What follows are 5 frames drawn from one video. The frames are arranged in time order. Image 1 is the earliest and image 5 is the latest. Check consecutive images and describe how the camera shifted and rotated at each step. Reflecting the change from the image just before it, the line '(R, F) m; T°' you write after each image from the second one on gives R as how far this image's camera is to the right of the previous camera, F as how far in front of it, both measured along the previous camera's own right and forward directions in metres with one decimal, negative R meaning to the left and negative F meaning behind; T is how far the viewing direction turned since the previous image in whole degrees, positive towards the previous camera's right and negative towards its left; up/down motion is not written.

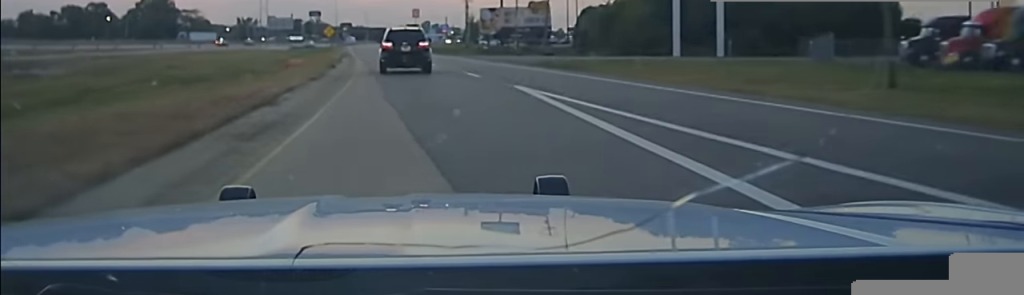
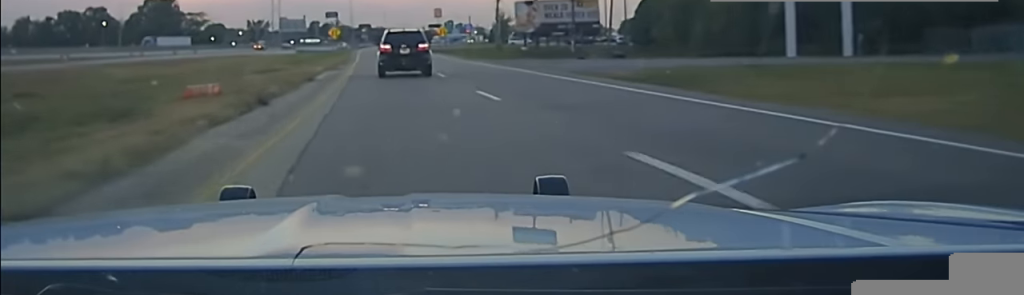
(-0.5, +20.8) m; -2°
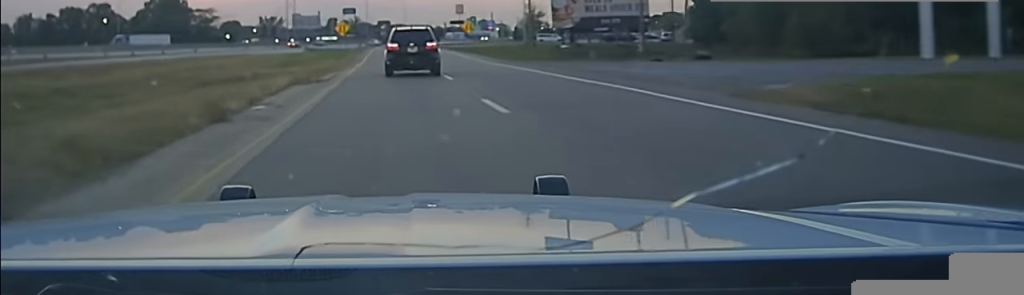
(-0.2, +17.1) m; -1°
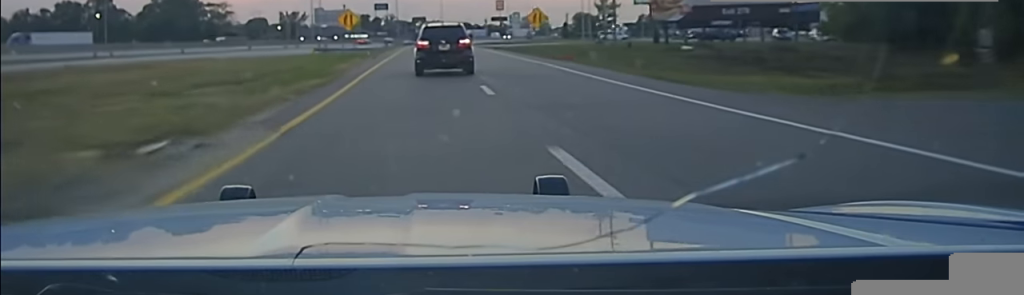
(-0.4, +34.3) m; -1°
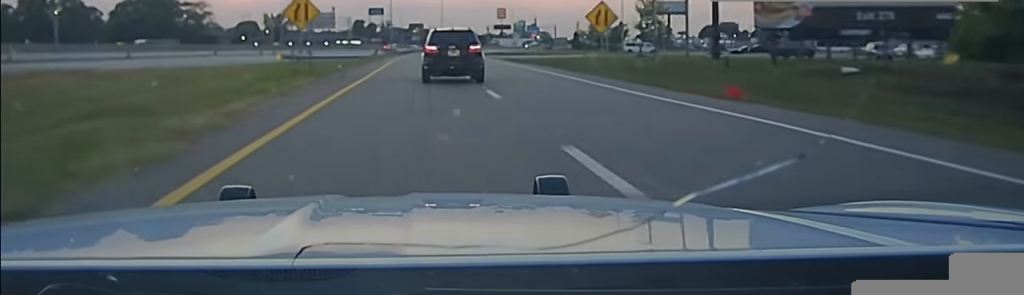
(-0.2, +24.0) m; 0°
